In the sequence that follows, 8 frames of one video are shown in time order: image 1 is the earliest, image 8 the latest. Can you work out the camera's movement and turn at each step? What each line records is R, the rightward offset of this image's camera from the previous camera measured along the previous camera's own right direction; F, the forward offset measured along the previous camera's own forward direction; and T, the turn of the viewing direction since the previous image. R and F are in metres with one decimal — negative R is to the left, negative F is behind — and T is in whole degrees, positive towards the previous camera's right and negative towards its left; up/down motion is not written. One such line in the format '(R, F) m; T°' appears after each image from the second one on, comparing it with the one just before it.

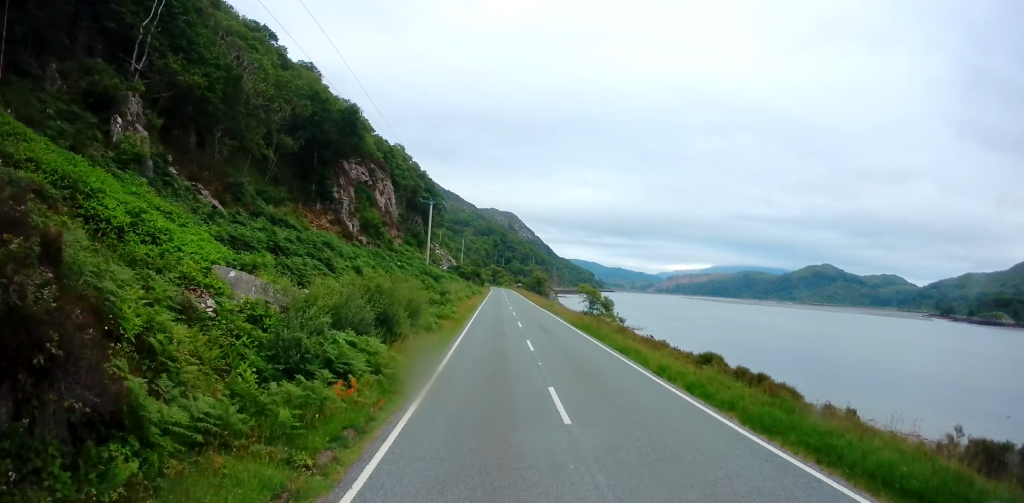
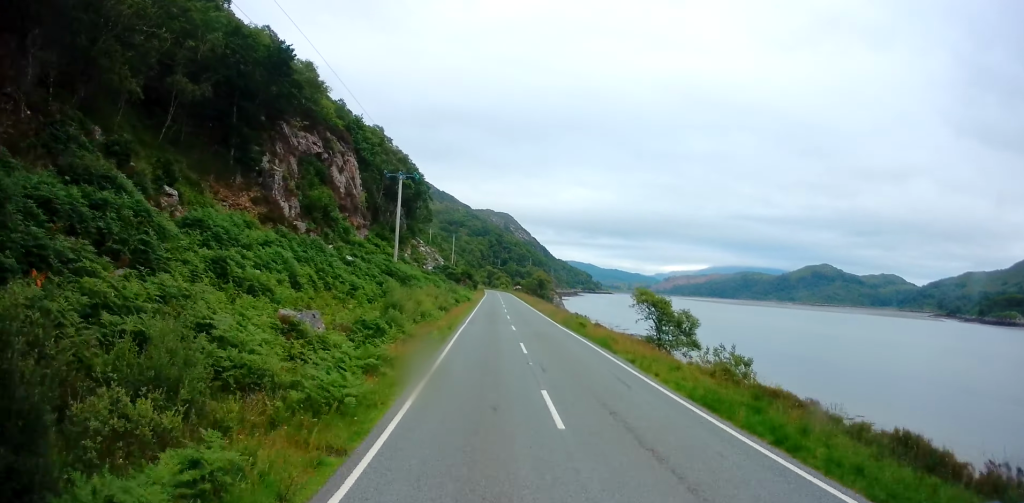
(0.0, +19.0) m; 0°
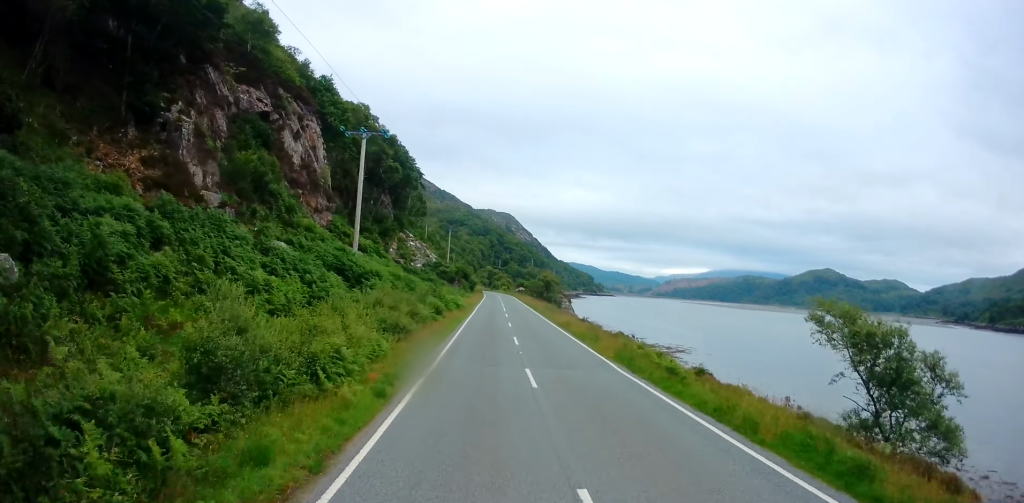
(0.0, +14.6) m; 0°
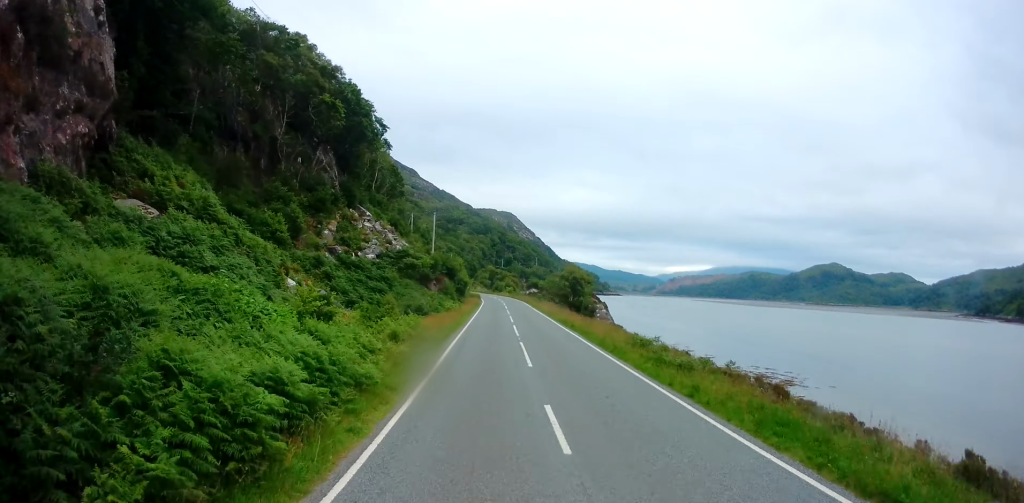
(+0.1, +32.3) m; 0°
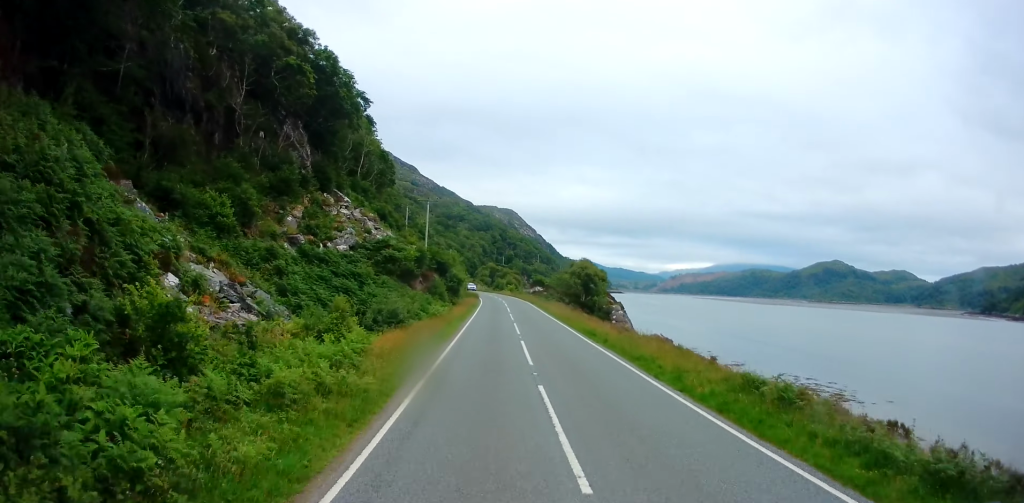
(0.0, +9.2) m; 0°
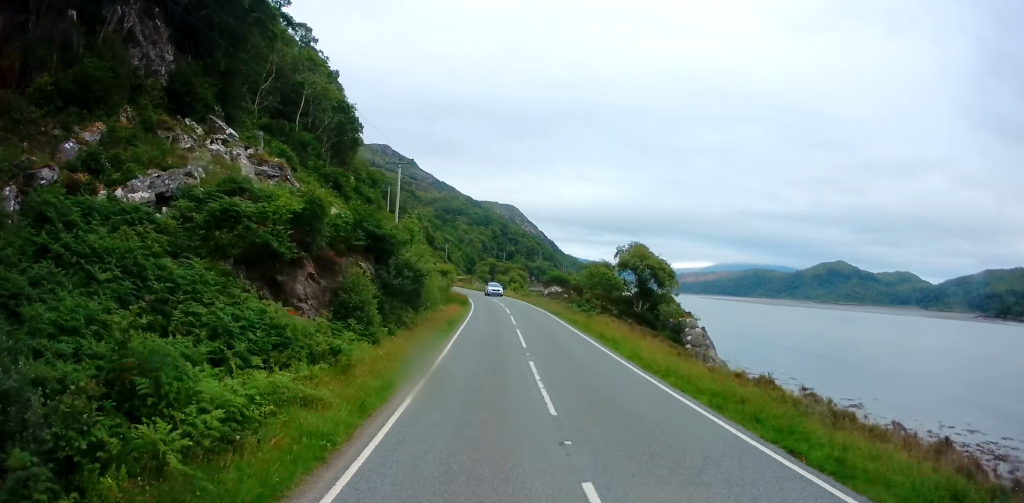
(0.0, +24.0) m; 0°
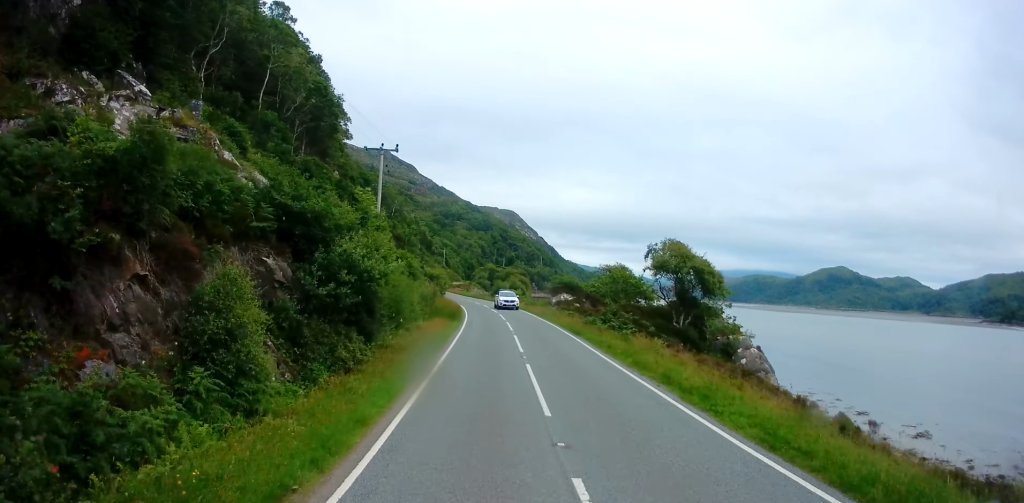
(0.0, +8.6) m; 0°
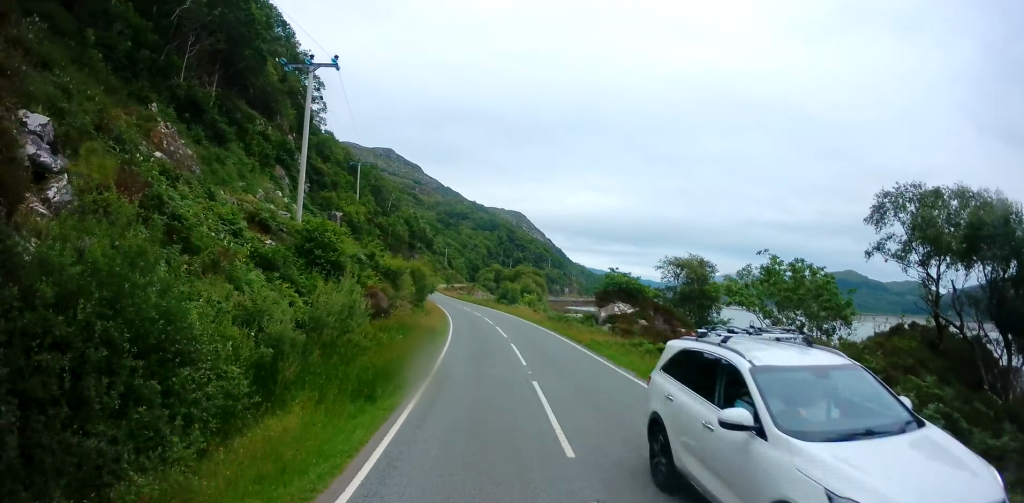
(-0.2, +20.3) m; -2°
